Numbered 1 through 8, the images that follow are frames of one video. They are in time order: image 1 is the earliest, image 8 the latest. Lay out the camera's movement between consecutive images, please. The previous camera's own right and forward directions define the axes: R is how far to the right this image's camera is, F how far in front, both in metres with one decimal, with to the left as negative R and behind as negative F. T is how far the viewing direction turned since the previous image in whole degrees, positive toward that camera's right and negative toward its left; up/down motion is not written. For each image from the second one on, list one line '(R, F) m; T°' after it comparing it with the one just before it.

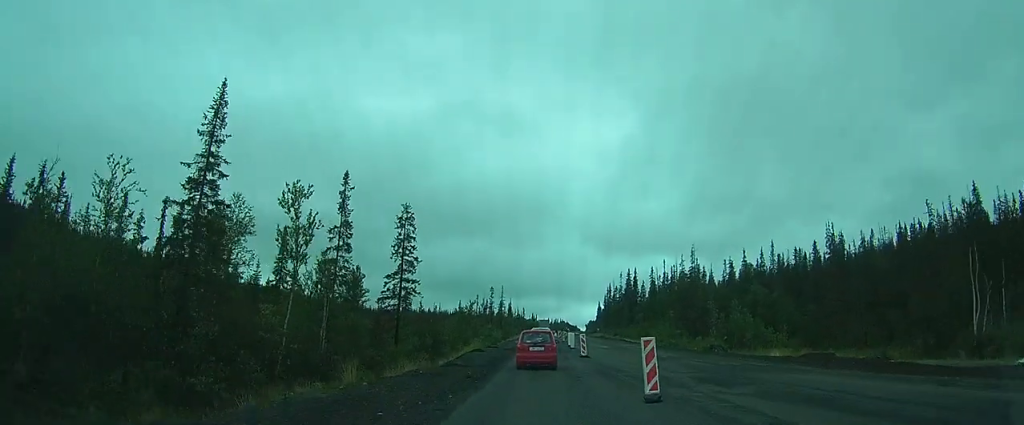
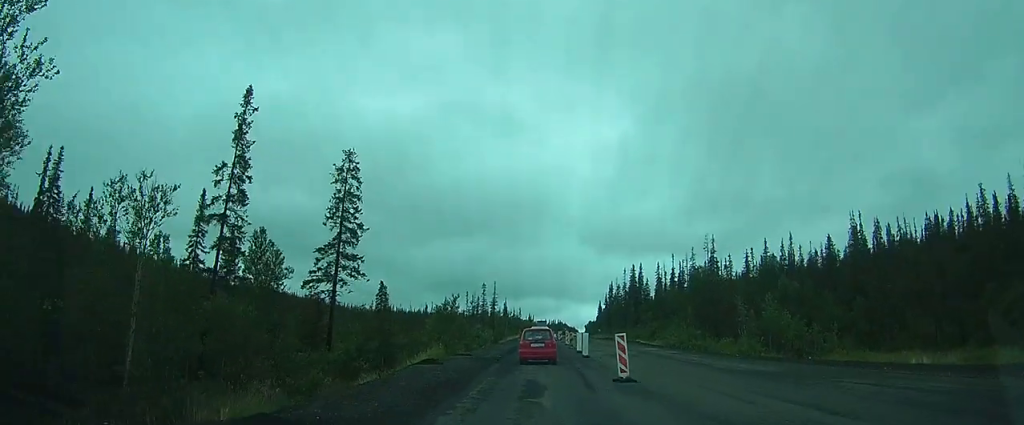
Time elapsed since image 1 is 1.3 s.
(+0.5, +16.4) m; +2°
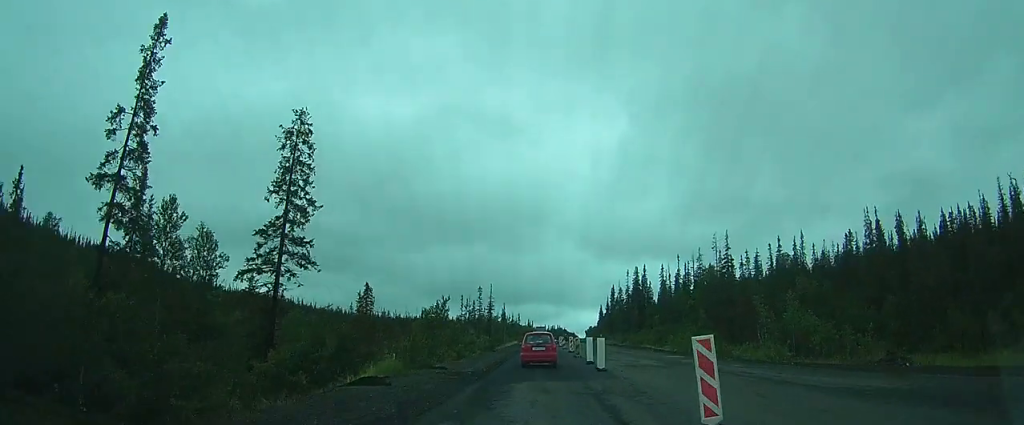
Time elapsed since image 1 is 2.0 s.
(0.0, +8.3) m; 0°
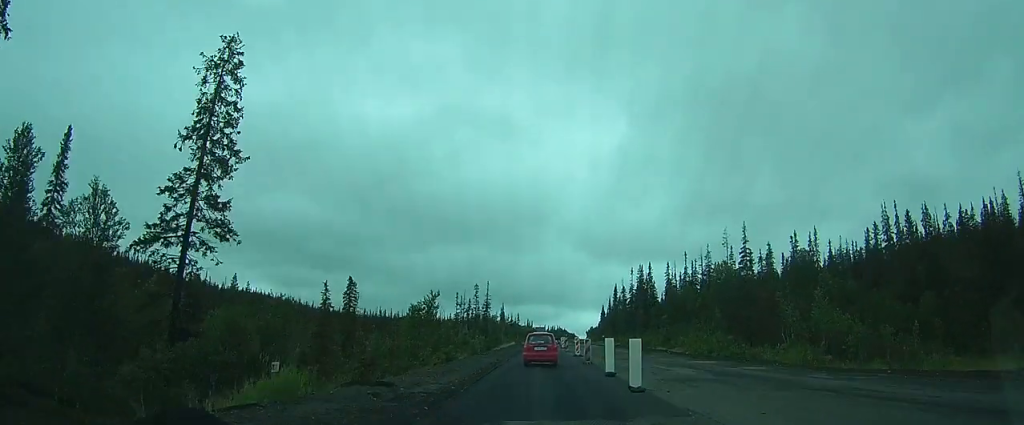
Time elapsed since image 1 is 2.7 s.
(0.0, +8.4) m; -1°
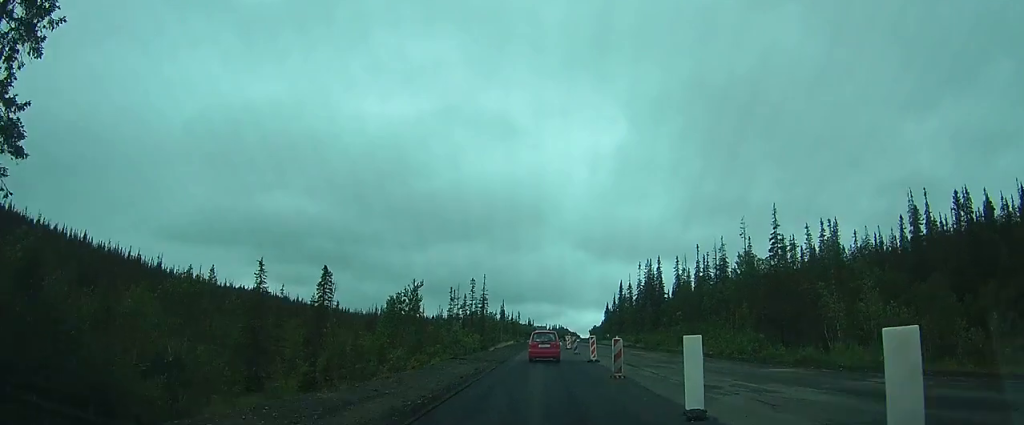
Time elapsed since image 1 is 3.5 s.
(-0.1, +11.0) m; -1°
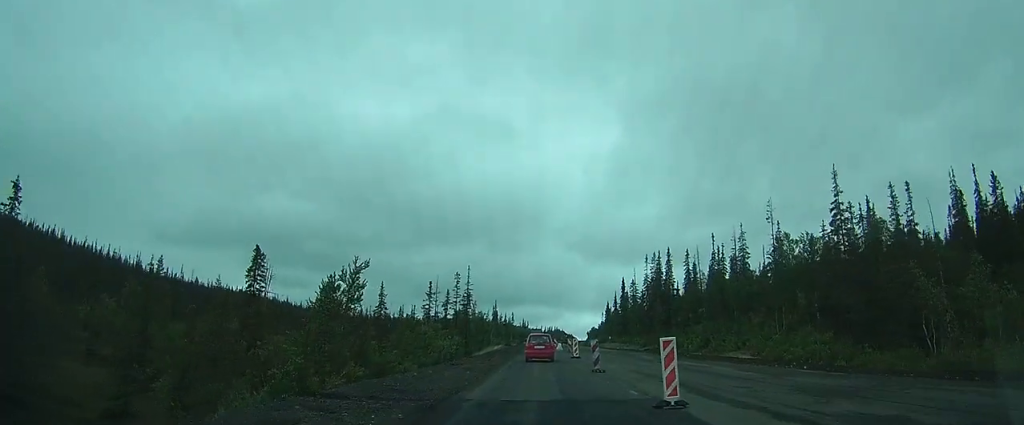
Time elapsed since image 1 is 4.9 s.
(-0.1, +17.9) m; -1°
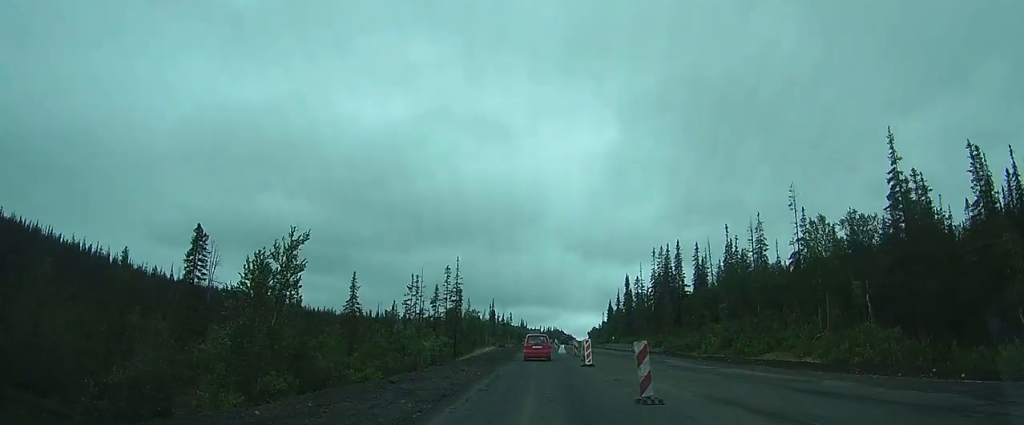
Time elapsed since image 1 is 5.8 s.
(-0.2, +10.7) m; -1°
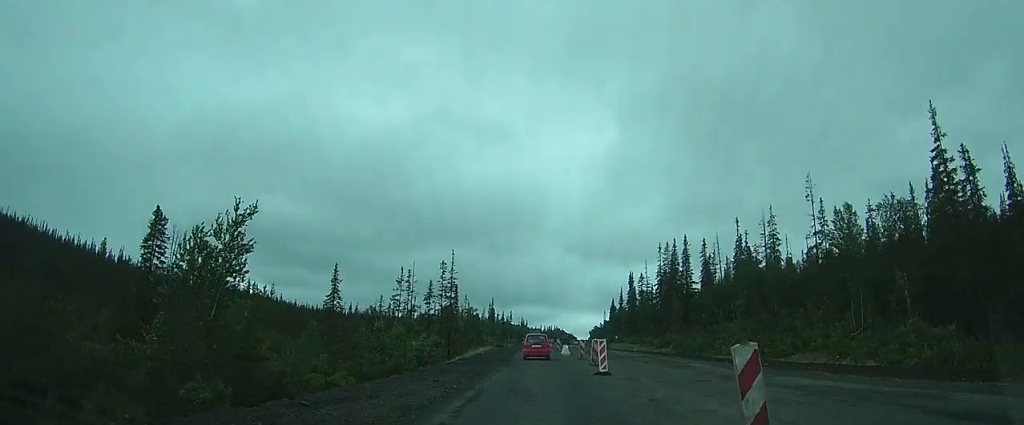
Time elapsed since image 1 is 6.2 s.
(0.0, +6.0) m; 0°
